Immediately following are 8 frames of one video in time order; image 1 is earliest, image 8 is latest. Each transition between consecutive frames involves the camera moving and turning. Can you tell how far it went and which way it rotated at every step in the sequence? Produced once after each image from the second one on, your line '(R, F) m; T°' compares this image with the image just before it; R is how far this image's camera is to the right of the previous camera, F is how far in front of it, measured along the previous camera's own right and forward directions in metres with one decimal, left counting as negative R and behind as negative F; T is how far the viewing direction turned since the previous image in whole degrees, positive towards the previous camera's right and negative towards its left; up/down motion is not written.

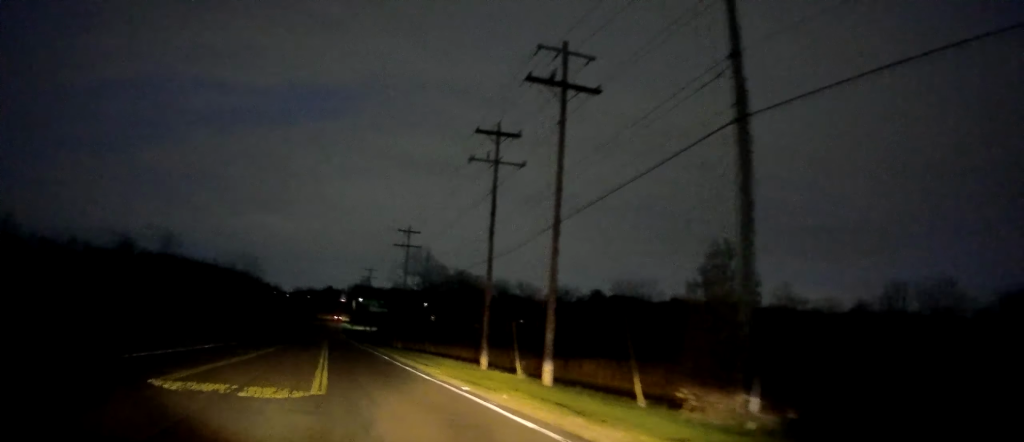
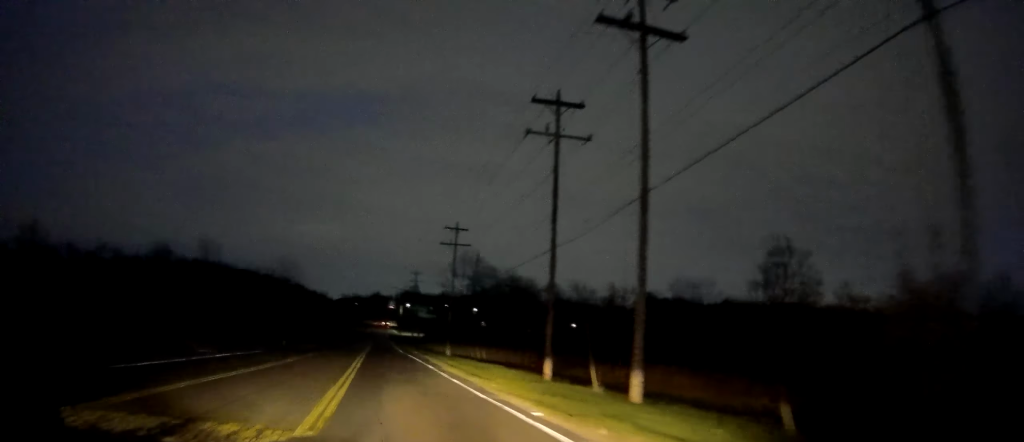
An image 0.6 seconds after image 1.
(-0.4, +4.6) m; -5°
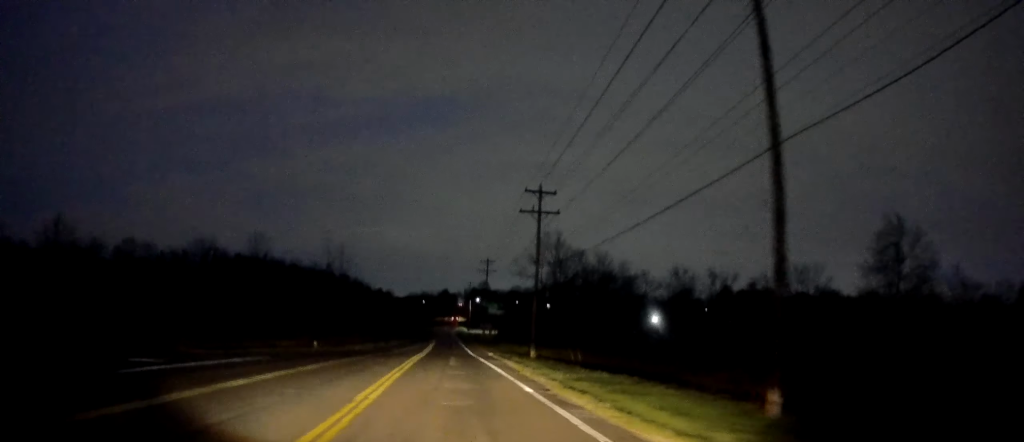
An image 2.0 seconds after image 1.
(-1.1, +13.0) m; -11°
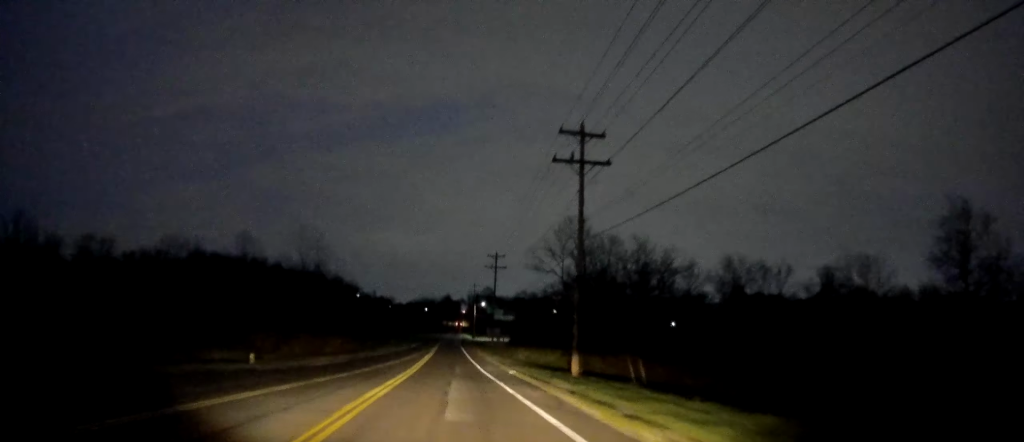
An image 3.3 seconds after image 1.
(-0.9, +14.8) m; +2°
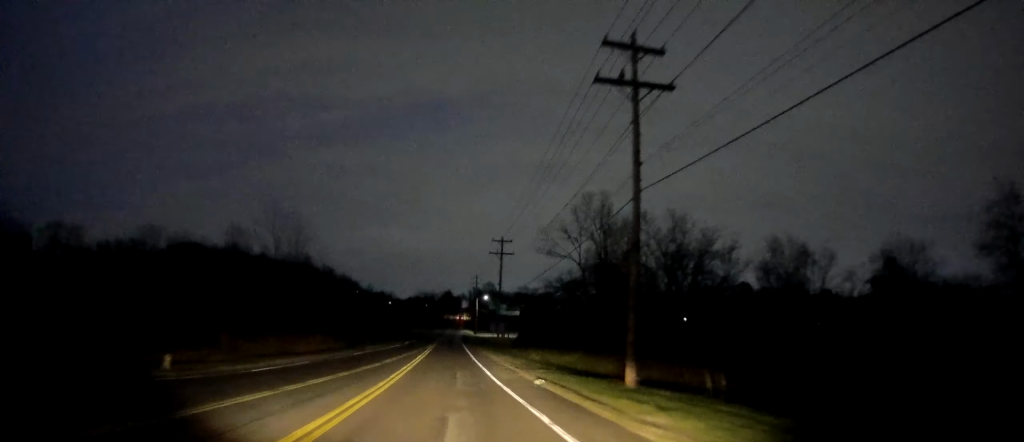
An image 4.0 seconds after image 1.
(+0.4, +9.6) m; +6°
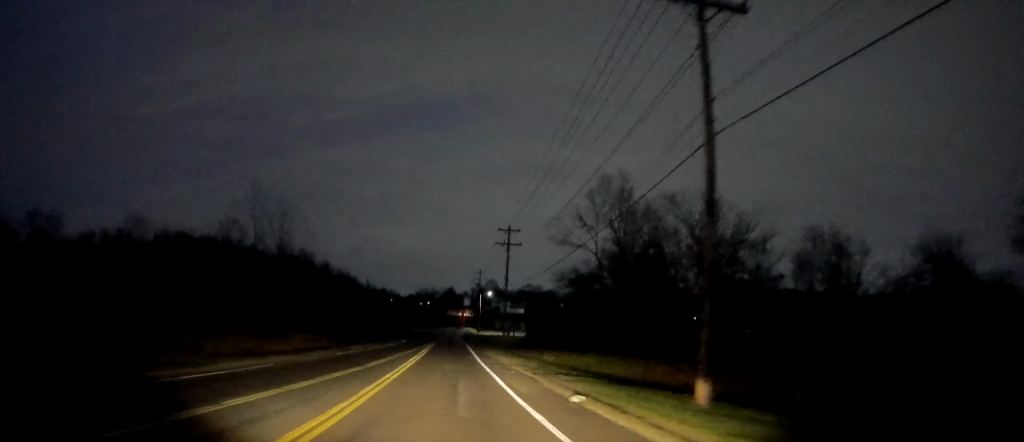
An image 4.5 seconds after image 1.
(+0.7, +6.2) m; +1°
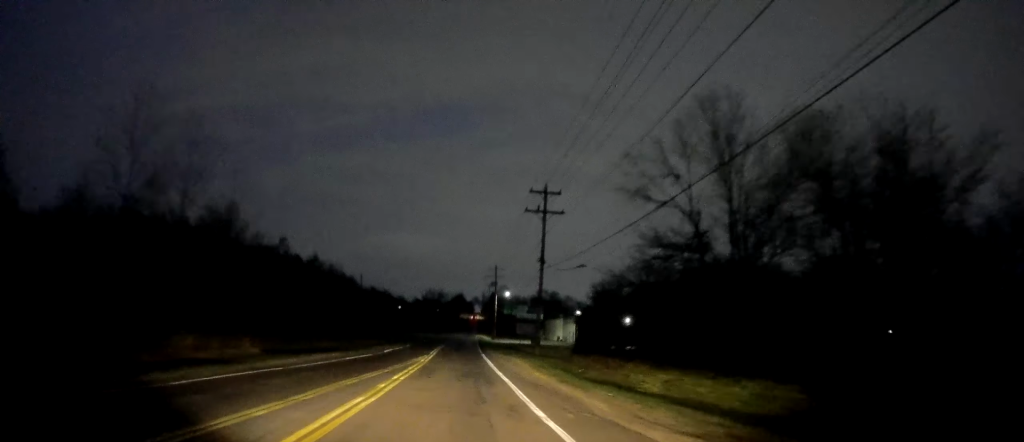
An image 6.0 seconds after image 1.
(-0.9, +20.6) m; -5°
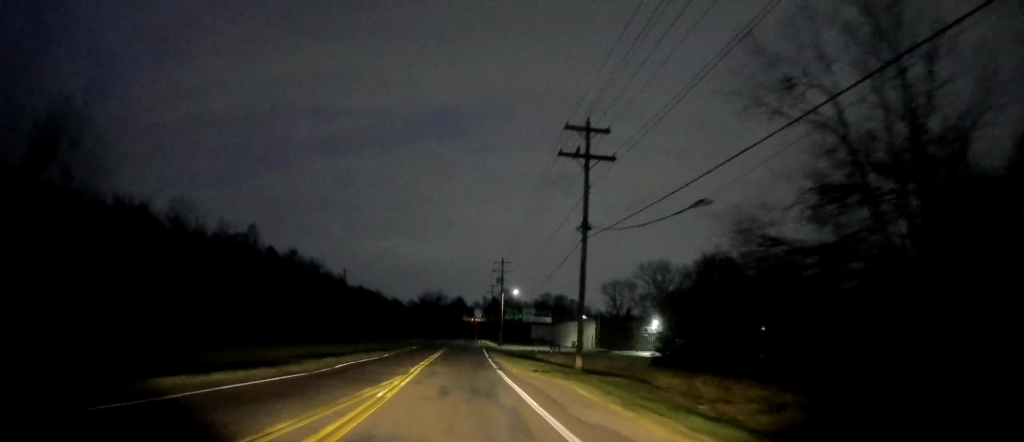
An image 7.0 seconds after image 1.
(0.0, +16.0) m; -1°
